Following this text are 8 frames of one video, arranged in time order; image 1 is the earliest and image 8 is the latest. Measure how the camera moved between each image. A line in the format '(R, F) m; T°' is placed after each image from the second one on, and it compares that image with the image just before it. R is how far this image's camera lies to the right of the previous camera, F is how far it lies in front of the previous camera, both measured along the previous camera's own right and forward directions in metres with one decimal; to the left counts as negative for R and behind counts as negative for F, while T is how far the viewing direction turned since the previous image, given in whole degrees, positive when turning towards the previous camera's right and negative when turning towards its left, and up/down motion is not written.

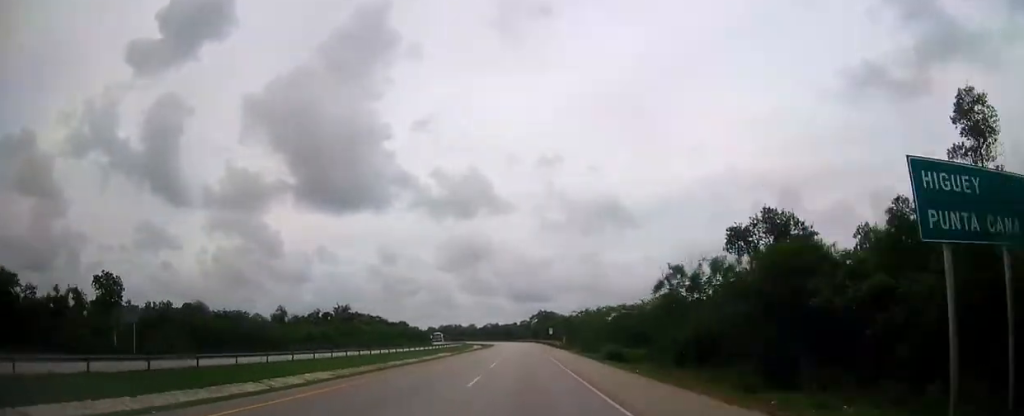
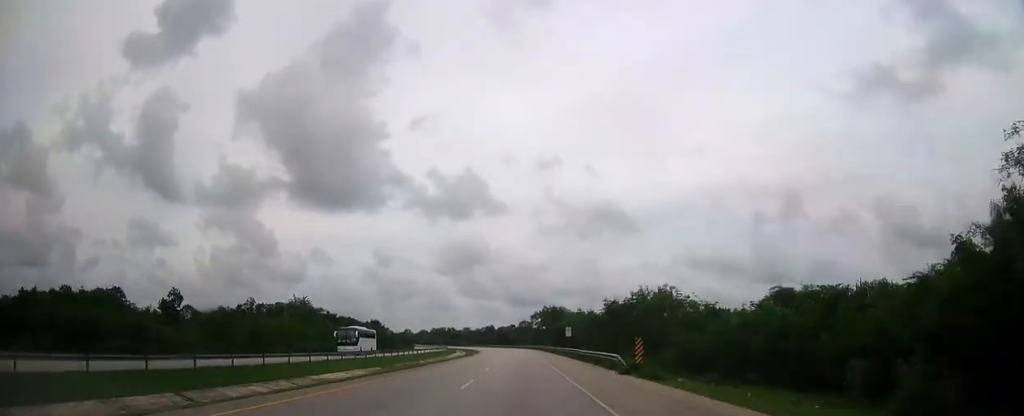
(-0.1, +47.1) m; 0°
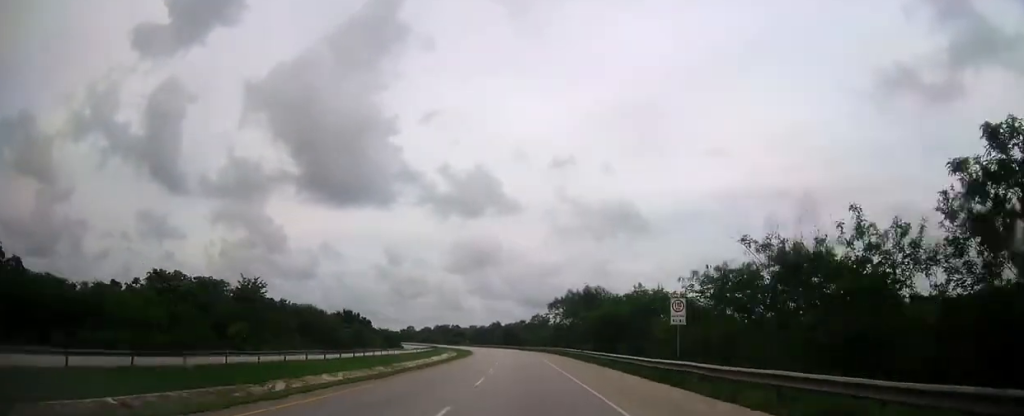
(+0.1, +46.5) m; -1°
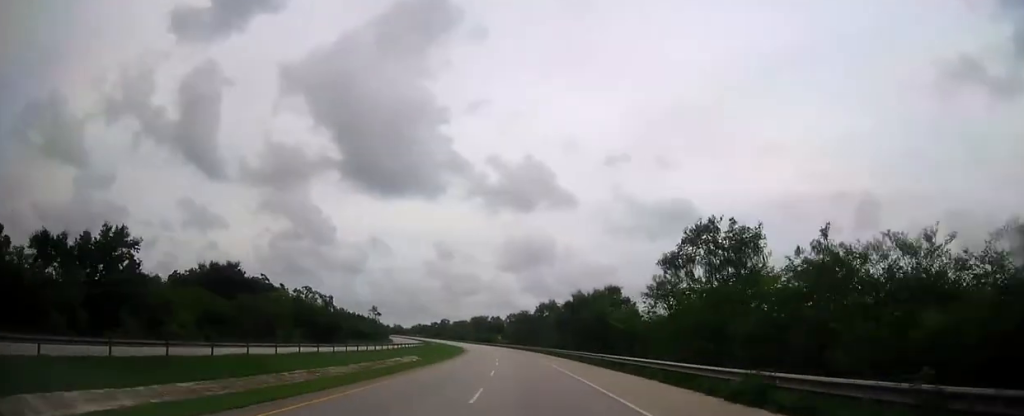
(-4.9, +116.0) m; -5°
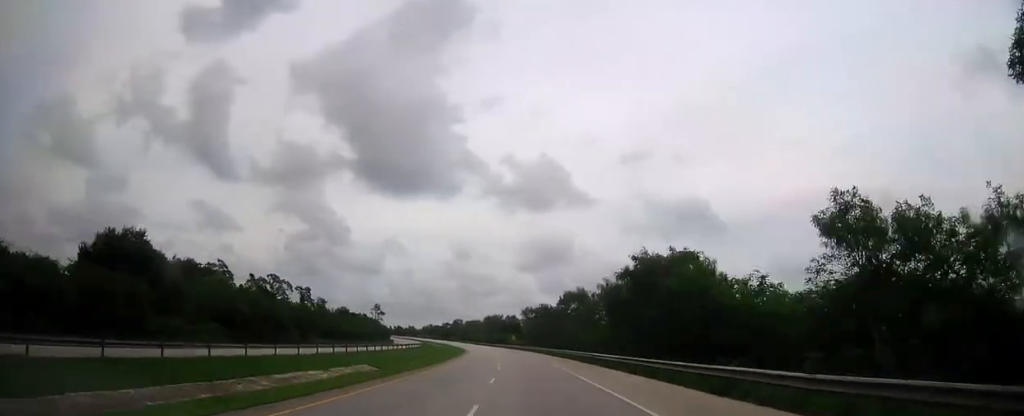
(+0.2, +28.9) m; -2°
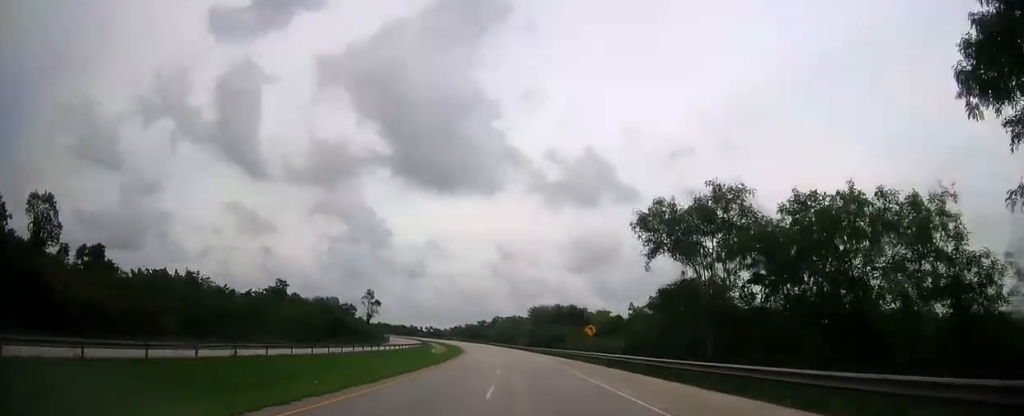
(-4.4, +91.3) m; -5°
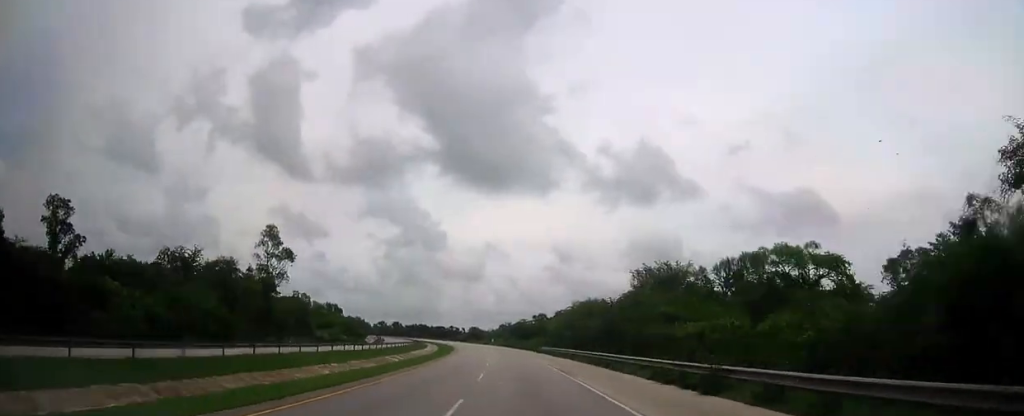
(-5.9, +112.9) m; -6°
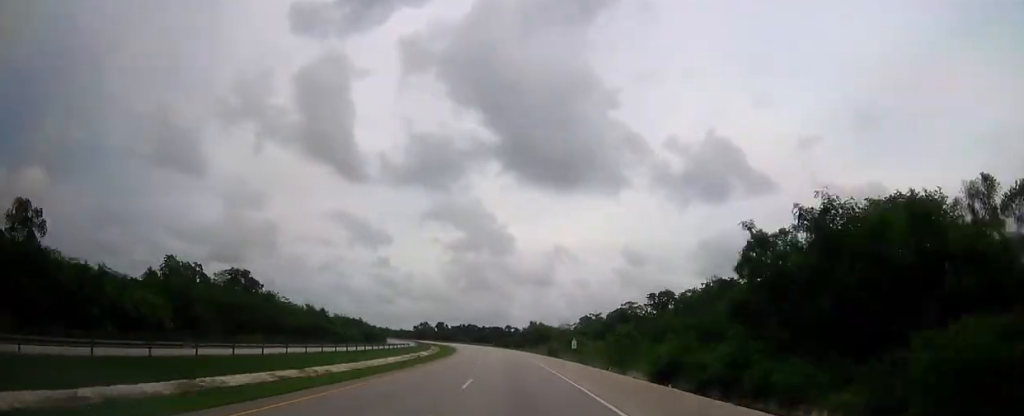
(-6.4, +110.8) m; -7°
